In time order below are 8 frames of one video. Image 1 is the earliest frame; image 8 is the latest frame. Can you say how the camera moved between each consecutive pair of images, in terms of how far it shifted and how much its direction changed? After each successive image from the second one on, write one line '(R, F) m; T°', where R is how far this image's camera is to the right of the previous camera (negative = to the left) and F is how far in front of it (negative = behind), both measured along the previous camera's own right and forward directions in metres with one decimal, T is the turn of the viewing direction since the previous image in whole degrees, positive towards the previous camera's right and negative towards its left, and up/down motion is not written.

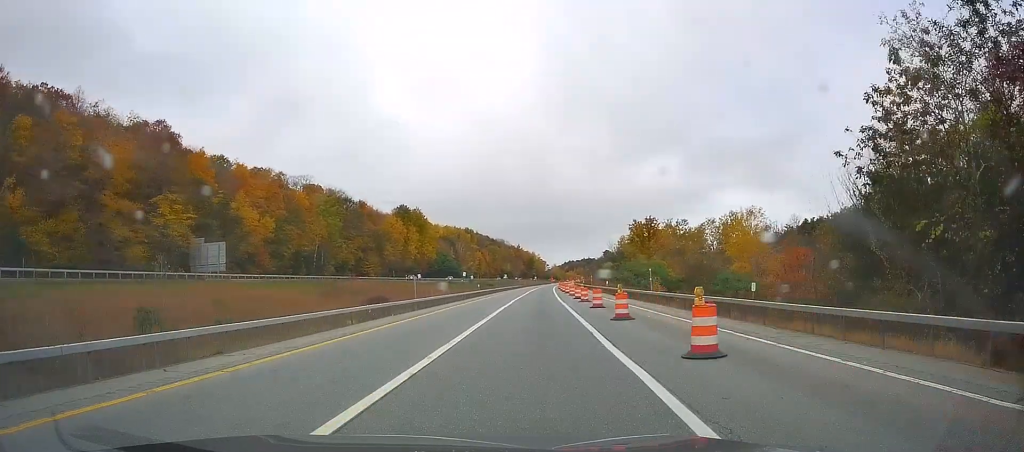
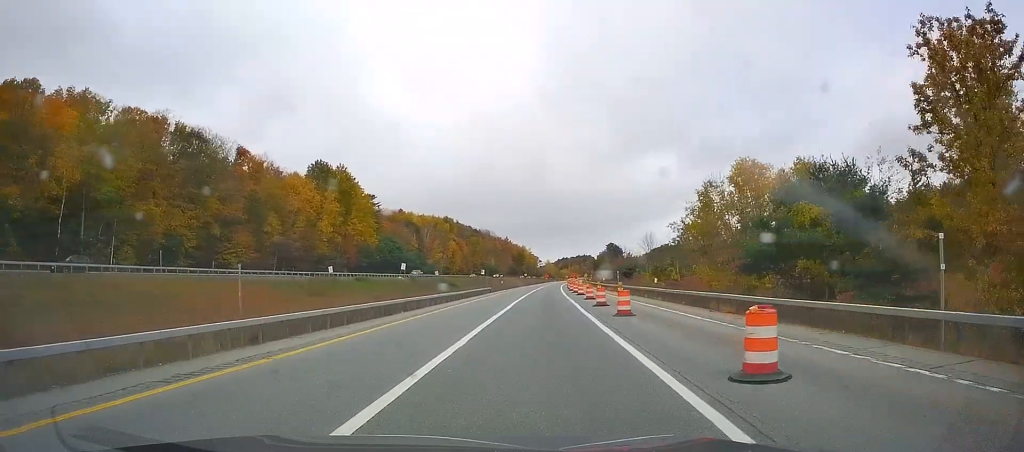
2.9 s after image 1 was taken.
(+1.1, +87.1) m; +1°
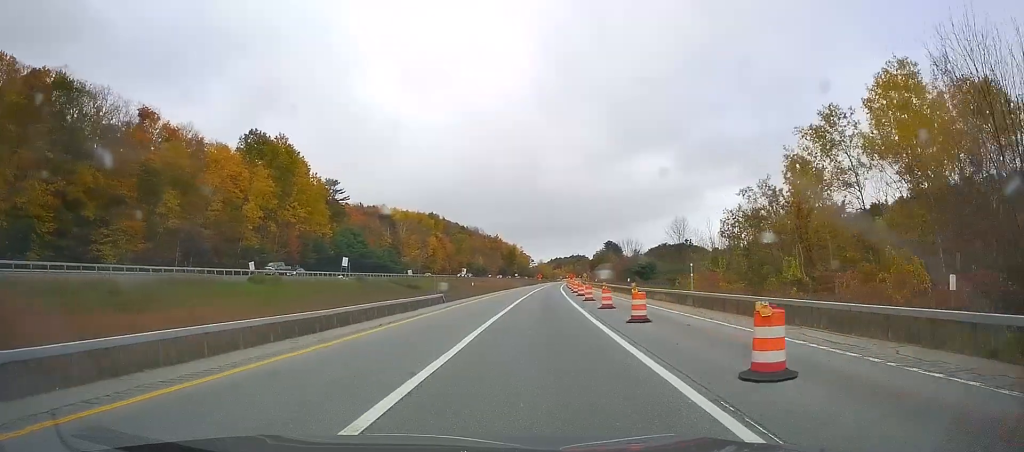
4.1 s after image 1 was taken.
(0.0, +35.4) m; 0°
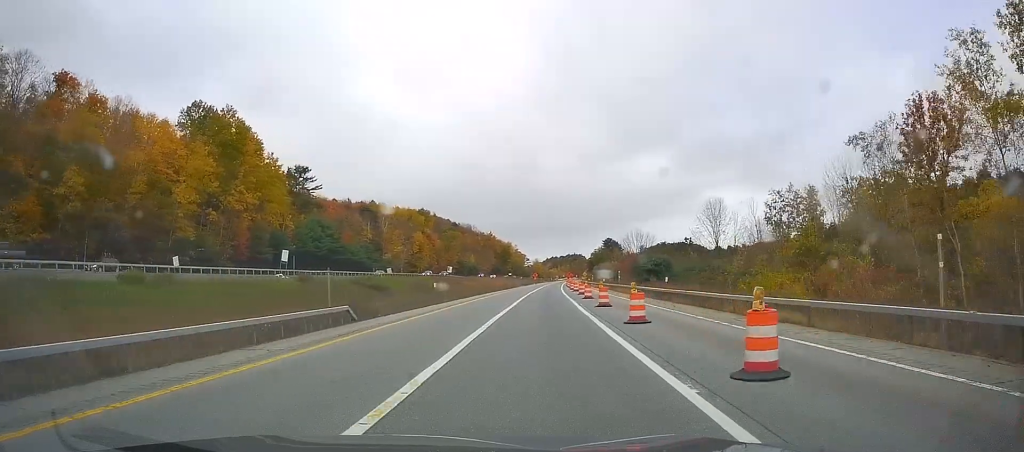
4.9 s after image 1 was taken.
(0.0, +21.5) m; +1°
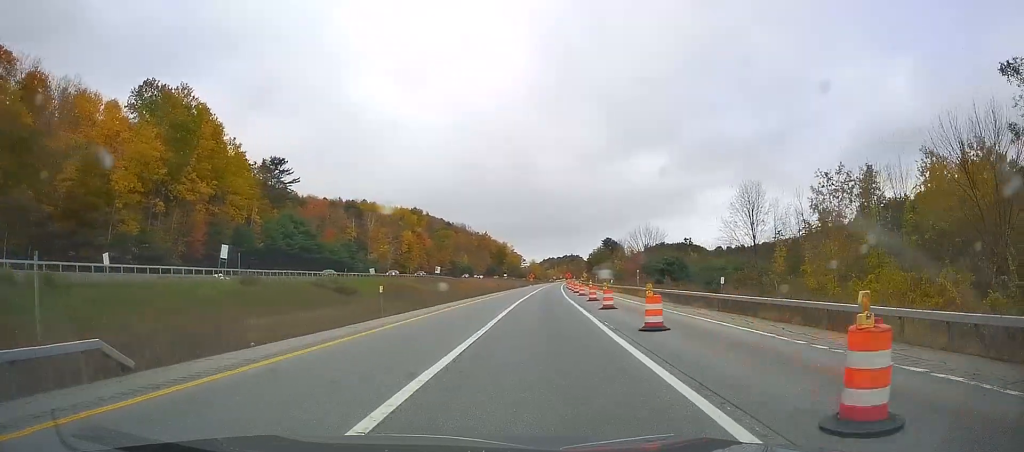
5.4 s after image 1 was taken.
(0.0, +14.4) m; 0°
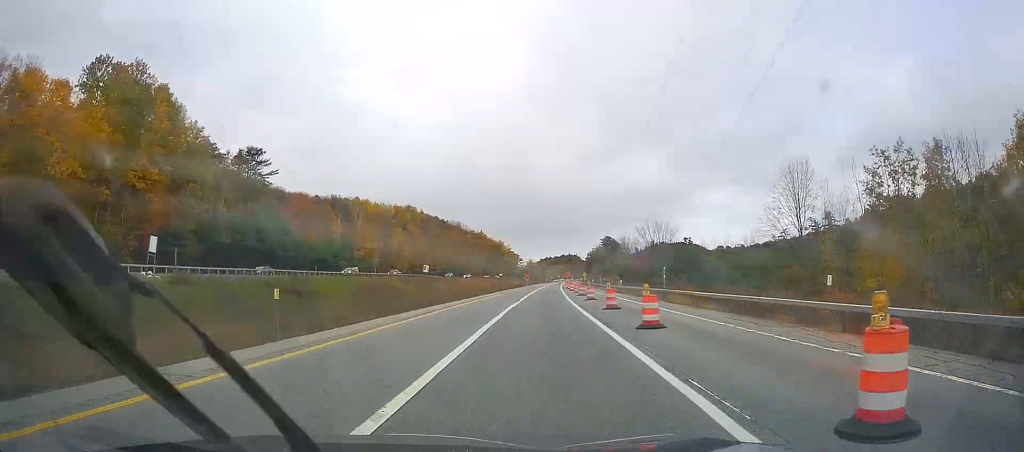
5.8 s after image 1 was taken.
(+0.1, +11.9) m; +1°
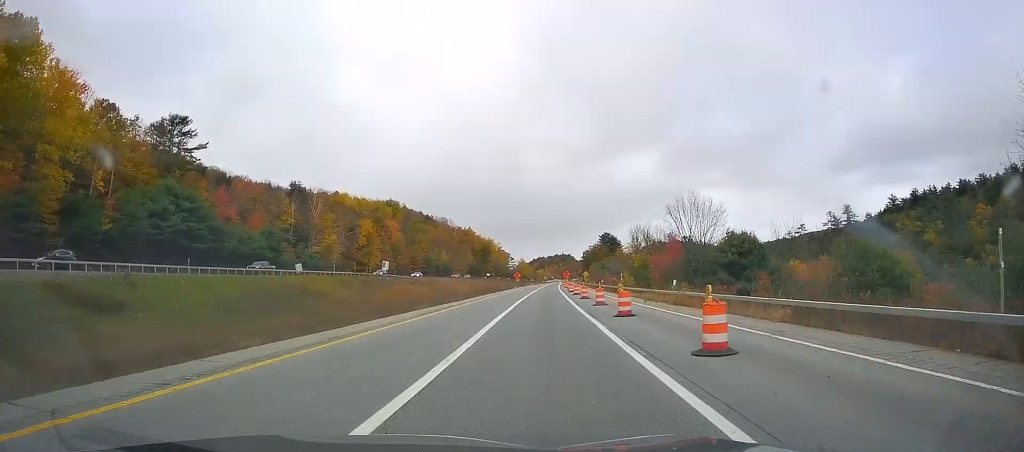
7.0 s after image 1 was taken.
(+0.4, +31.0) m; +1°
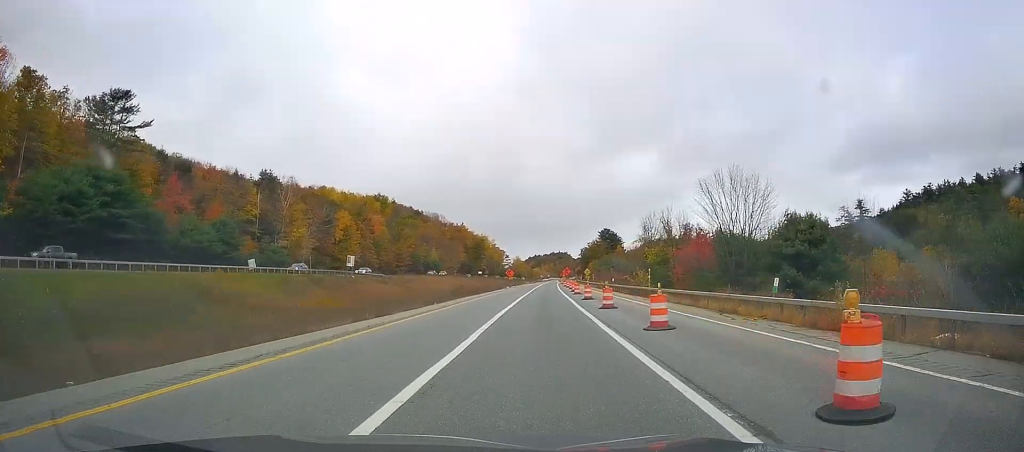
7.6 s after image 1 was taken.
(+0.1, +18.1) m; 0°
